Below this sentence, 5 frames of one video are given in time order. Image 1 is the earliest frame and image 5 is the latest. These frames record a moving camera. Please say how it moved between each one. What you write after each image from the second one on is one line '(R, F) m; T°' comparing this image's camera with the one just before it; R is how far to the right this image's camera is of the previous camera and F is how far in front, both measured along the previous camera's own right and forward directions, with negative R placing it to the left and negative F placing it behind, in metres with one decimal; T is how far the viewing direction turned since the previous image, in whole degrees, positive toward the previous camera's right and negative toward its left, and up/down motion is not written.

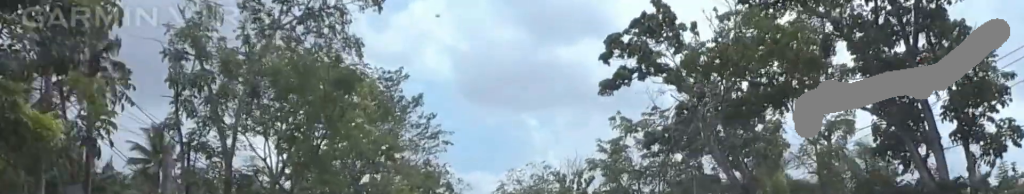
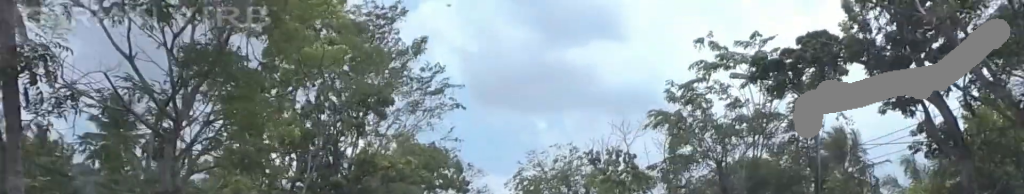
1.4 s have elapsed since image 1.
(+0.3, +15.3) m; +2°
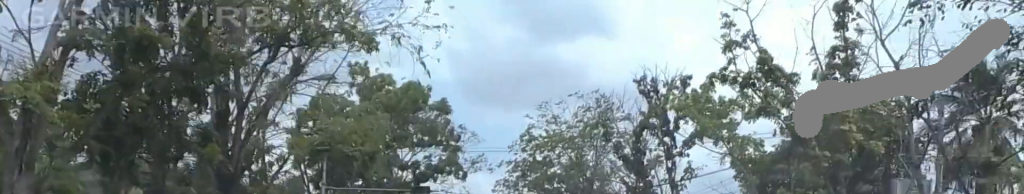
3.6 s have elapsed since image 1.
(-0.4, +22.6) m; -2°
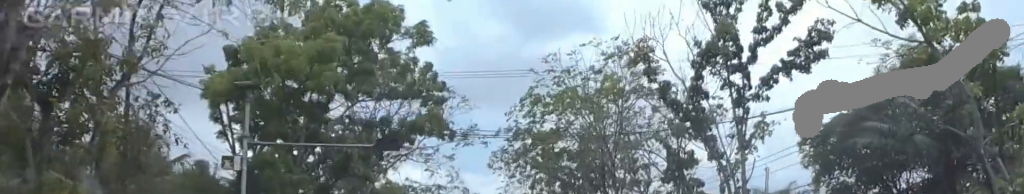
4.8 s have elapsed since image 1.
(0.0, +12.8) m; +2°
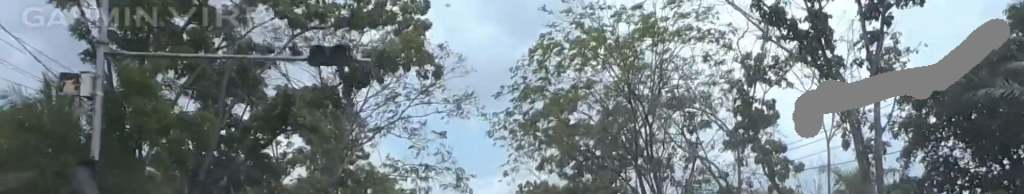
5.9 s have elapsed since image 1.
(+0.3, +10.9) m; 0°
